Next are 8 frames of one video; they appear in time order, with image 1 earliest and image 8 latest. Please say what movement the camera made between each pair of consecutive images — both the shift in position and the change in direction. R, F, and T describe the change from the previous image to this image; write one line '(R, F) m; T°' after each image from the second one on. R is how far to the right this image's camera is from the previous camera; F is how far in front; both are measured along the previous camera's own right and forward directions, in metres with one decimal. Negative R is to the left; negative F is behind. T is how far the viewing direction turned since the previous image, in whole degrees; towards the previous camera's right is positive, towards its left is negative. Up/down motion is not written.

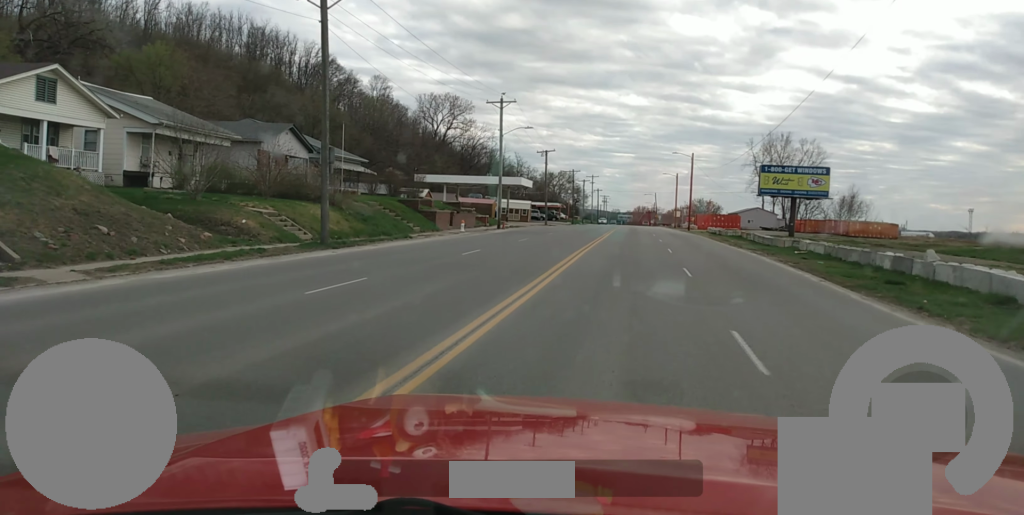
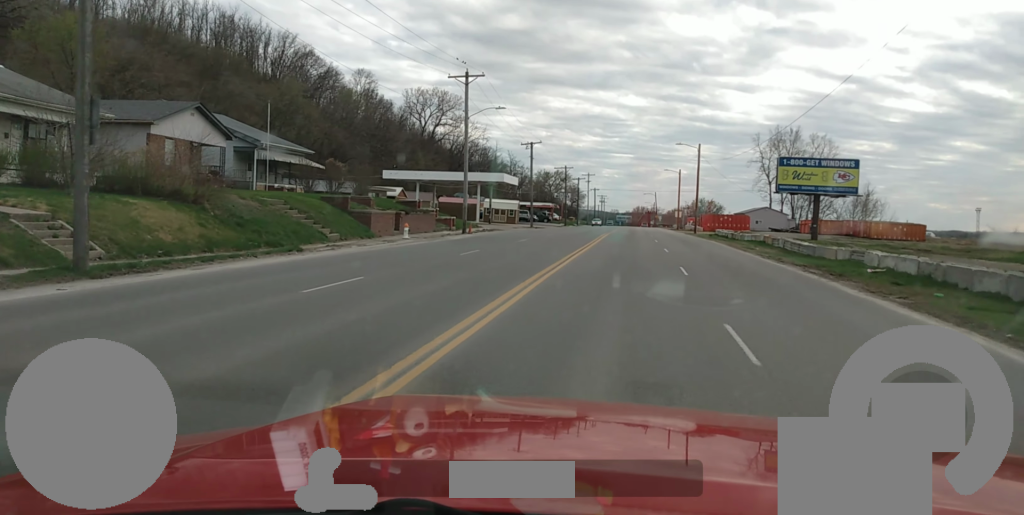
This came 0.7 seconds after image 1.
(+0.2, +12.1) m; +1°
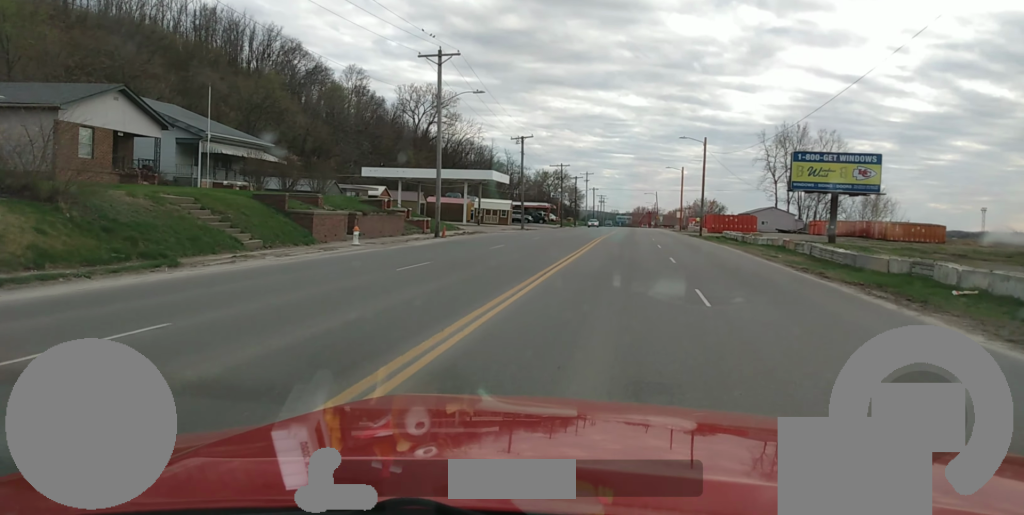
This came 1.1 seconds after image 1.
(0.0, +6.9) m; +1°
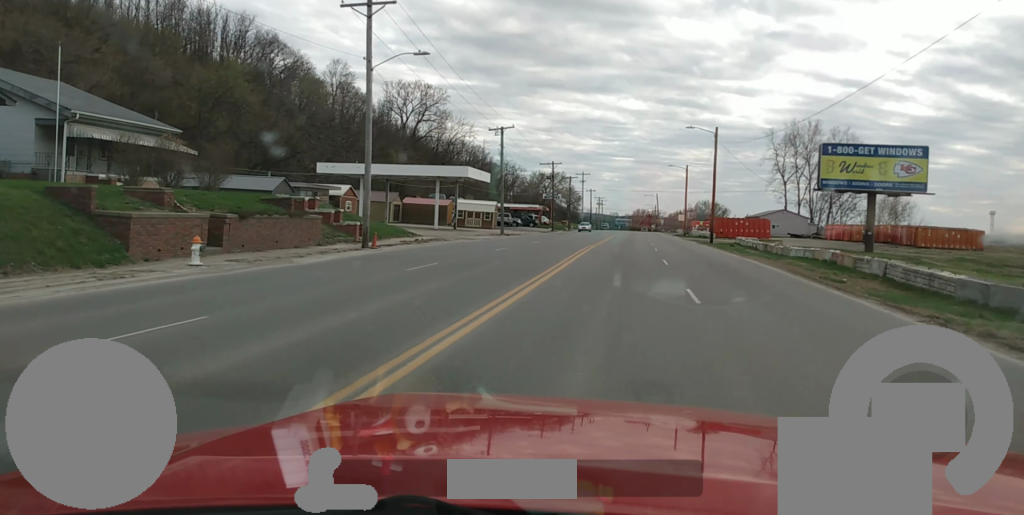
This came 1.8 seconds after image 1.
(+0.1, +10.8) m; 0°
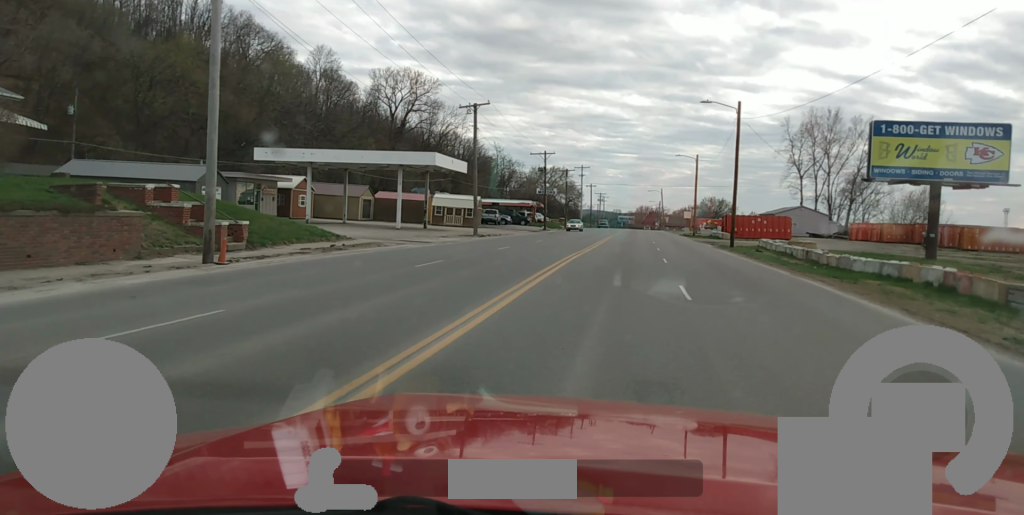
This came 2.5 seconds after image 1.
(-0.1, +11.9) m; -1°
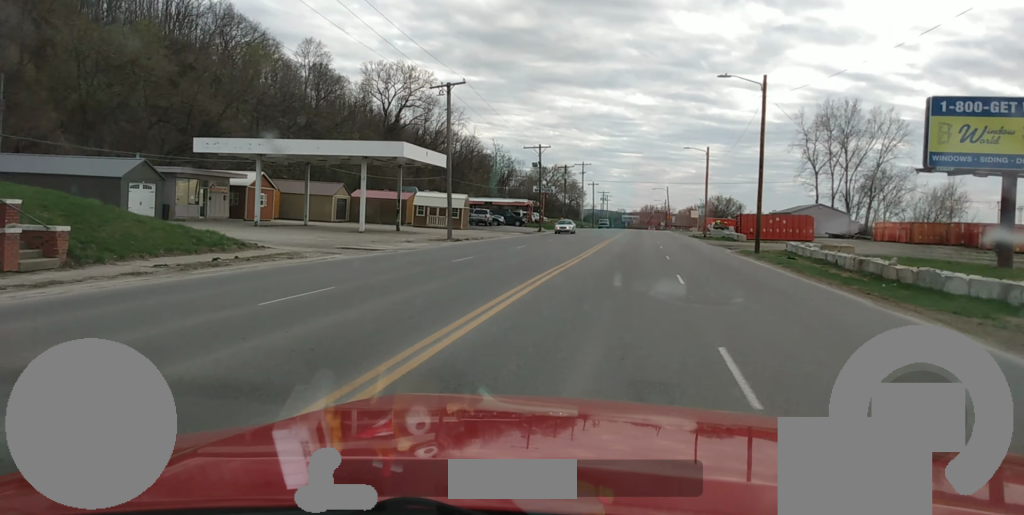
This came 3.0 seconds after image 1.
(0.0, +8.5) m; -1°
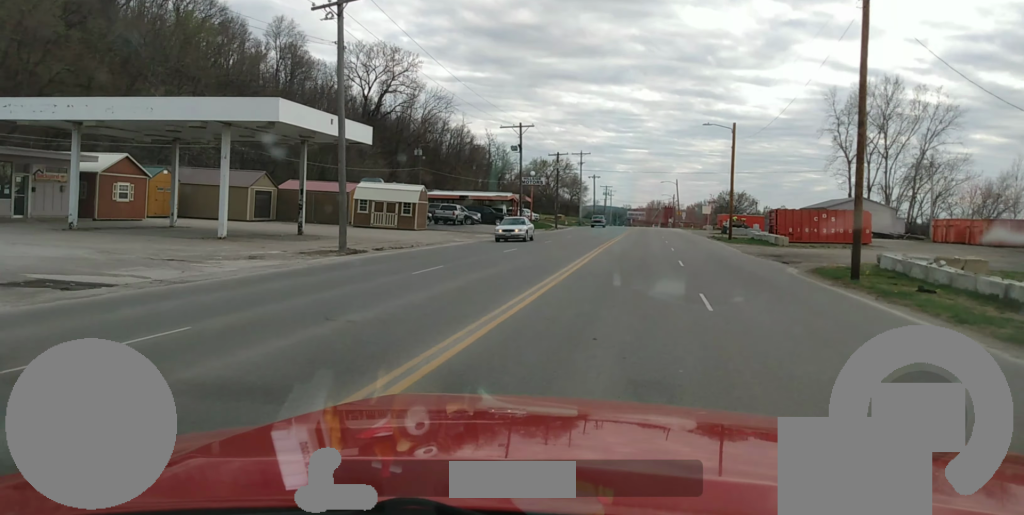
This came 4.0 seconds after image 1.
(-0.3, +16.4) m; -1°
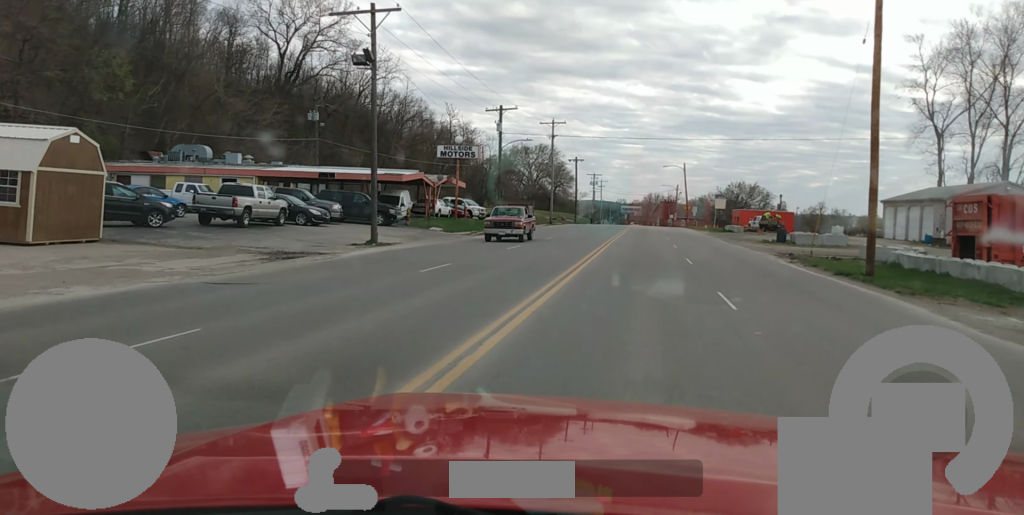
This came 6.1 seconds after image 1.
(+0.5, +36.1) m; +2°
